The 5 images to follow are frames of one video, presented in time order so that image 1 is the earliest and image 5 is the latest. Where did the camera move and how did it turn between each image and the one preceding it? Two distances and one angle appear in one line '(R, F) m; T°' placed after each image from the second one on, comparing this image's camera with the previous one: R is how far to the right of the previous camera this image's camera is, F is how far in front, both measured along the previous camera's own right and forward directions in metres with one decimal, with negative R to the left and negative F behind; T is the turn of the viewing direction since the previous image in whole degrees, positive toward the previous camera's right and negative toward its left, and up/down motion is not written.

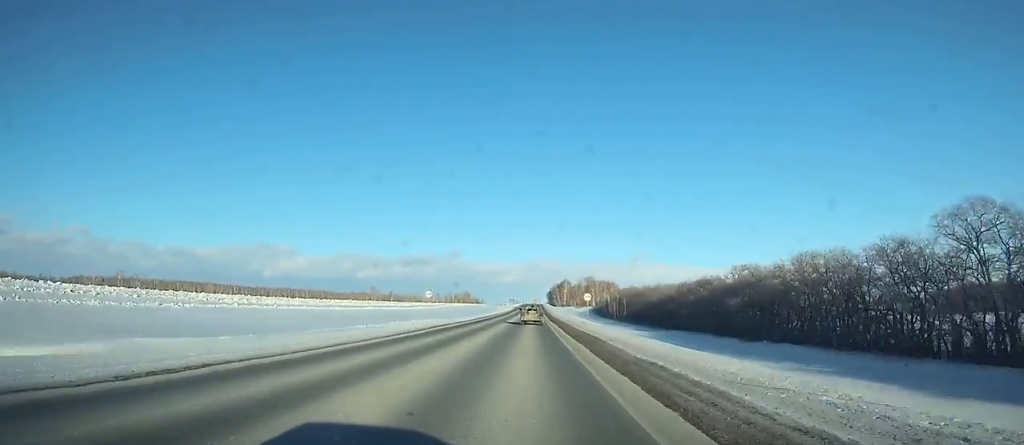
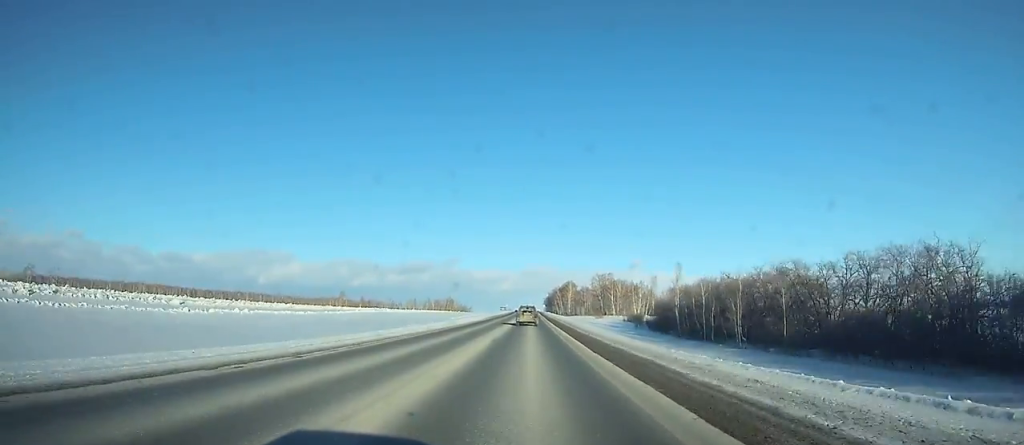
(+0.2, +94.9) m; 0°
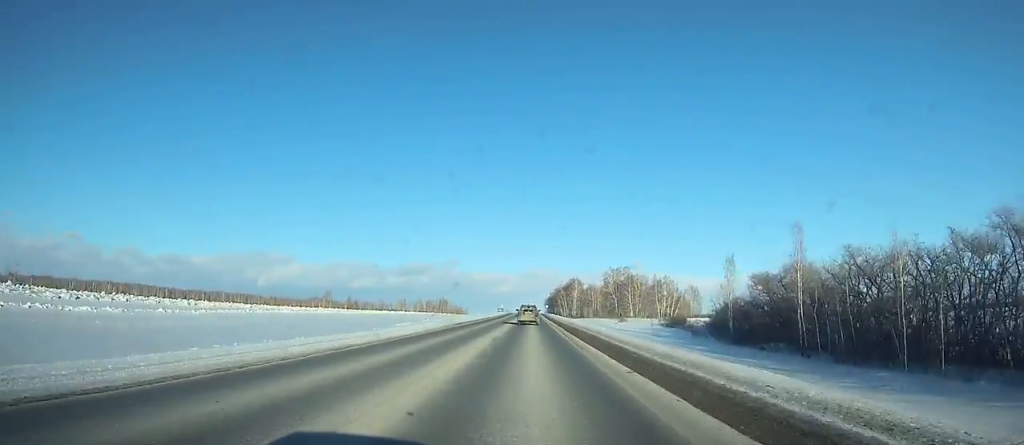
(+0.2, +40.7) m; 0°
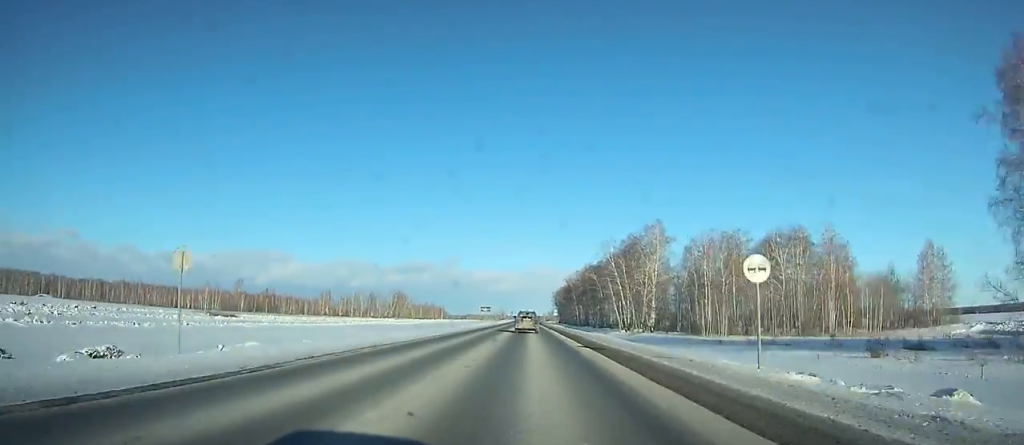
(+0.1, +175.5) m; 0°
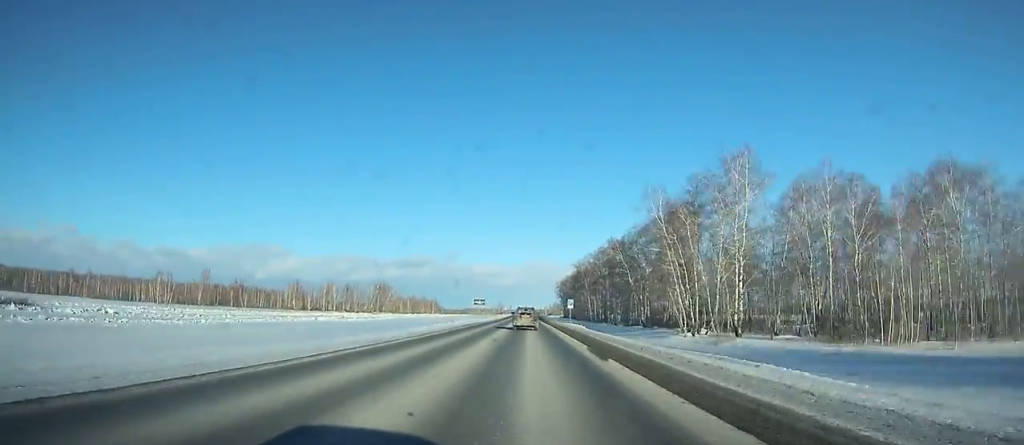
(0.0, +41.1) m; 0°
